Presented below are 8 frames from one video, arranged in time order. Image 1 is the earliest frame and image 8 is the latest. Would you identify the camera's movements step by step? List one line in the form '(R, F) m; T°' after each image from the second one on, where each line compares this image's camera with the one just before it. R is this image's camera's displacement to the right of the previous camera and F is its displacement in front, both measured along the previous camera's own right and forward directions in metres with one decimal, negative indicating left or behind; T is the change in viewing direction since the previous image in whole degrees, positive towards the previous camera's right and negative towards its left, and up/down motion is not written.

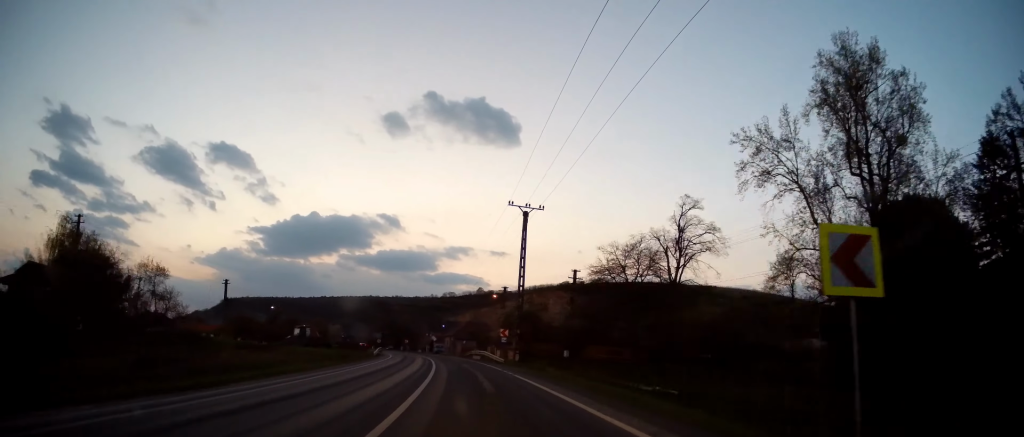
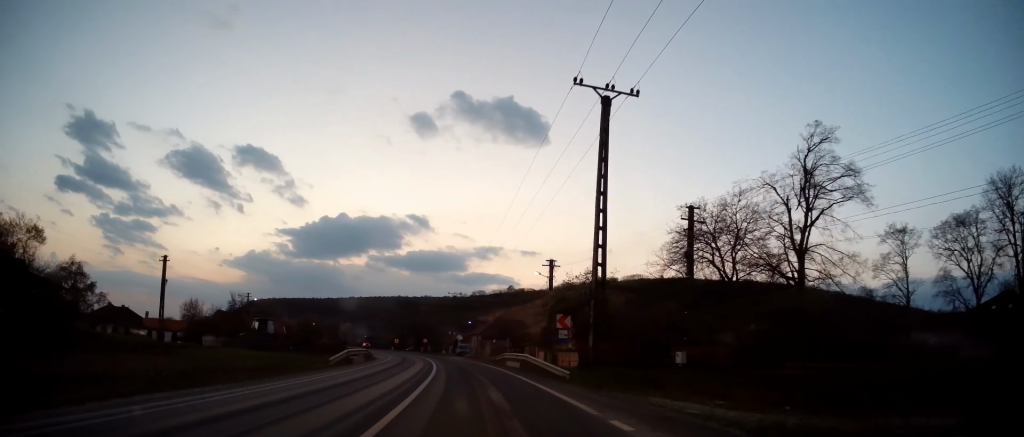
(-0.7, +19.5) m; -3°
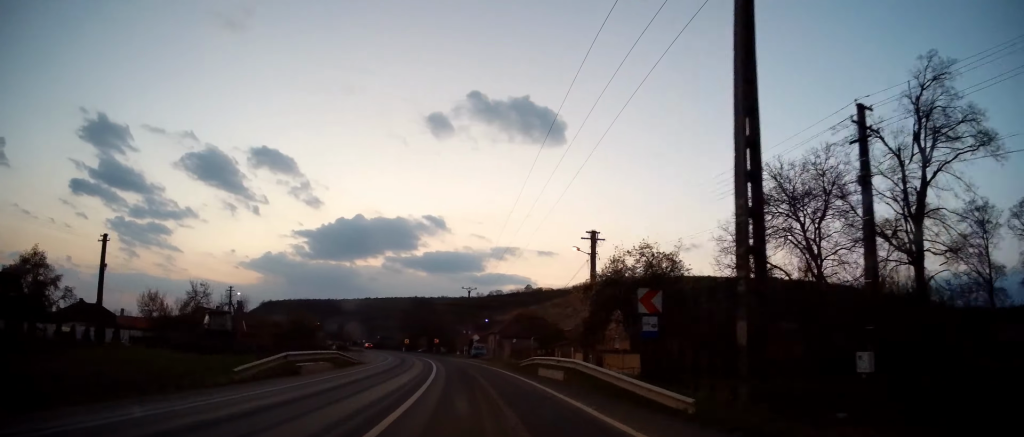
(-0.1, +11.0) m; -1°
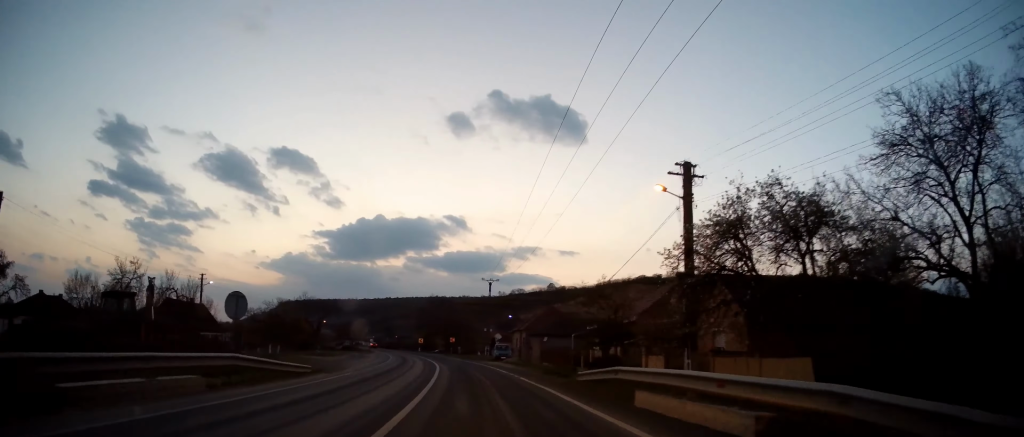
(0.0, +12.6) m; -2°
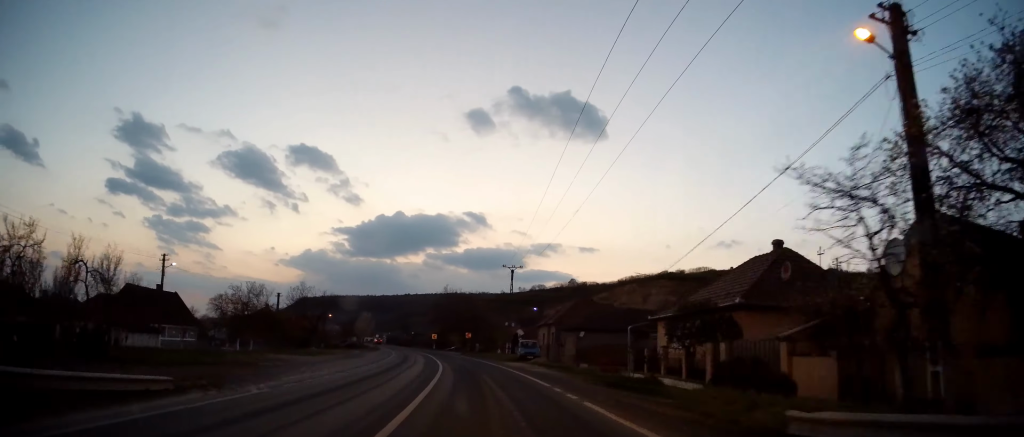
(0.0, +11.1) m; -2°
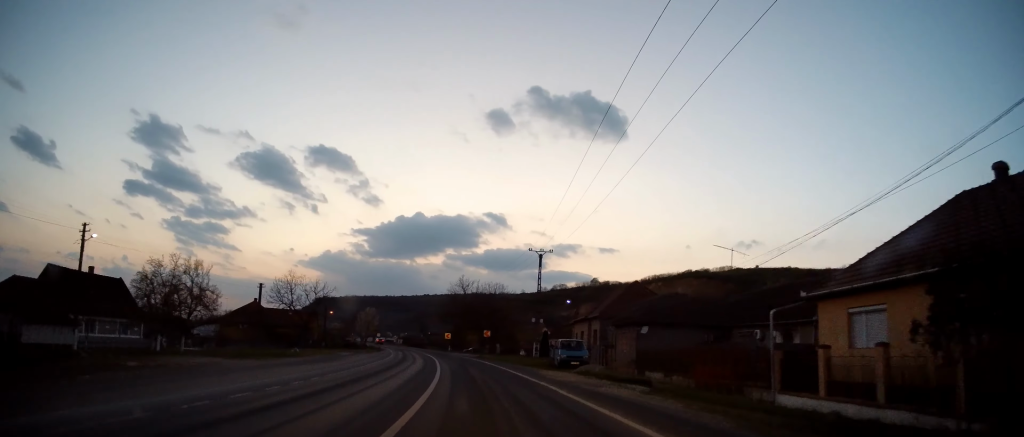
(-0.5, +13.5) m; -3°
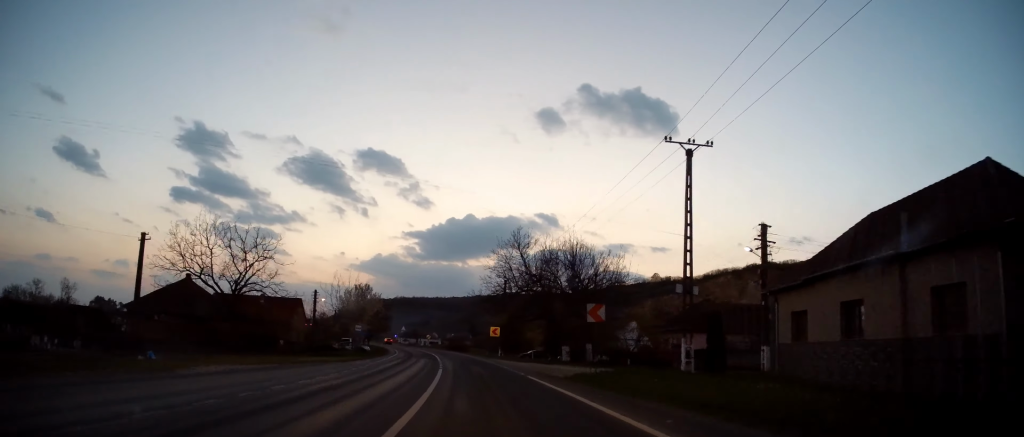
(-1.9, +34.4) m; -7°
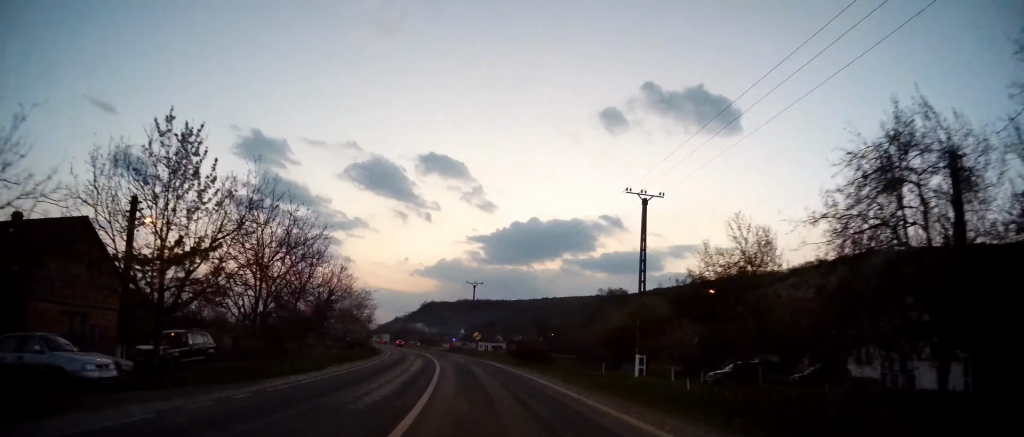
(-2.7, +48.9) m; -6°
